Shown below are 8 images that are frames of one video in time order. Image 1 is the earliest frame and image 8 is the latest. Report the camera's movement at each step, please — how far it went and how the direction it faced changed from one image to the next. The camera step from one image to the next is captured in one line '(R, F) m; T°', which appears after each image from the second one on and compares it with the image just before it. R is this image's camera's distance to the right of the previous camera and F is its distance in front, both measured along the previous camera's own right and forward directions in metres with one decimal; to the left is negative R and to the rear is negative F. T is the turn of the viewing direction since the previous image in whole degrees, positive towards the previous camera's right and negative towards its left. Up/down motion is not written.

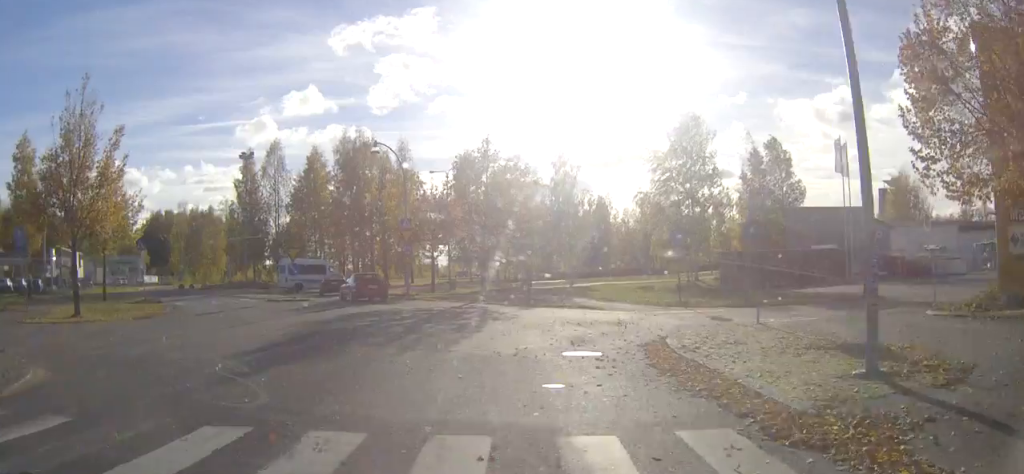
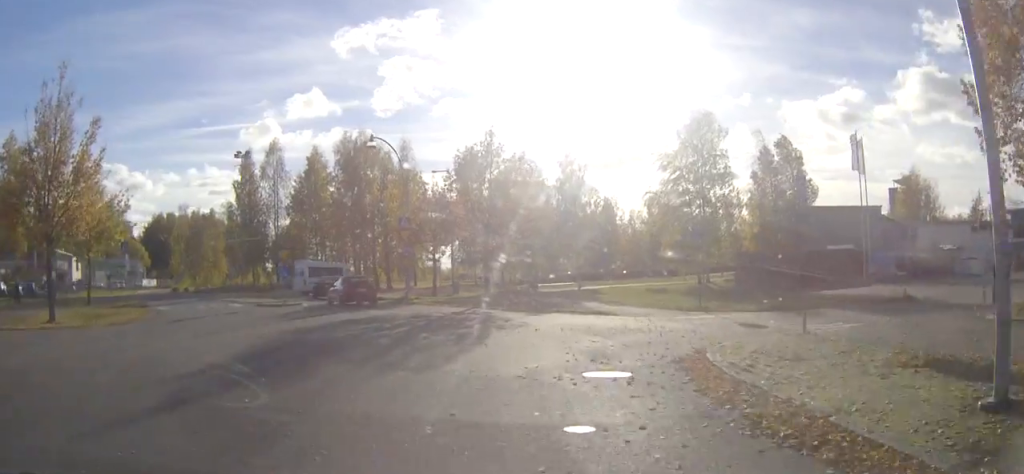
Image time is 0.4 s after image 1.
(0.0, +2.7) m; 0°
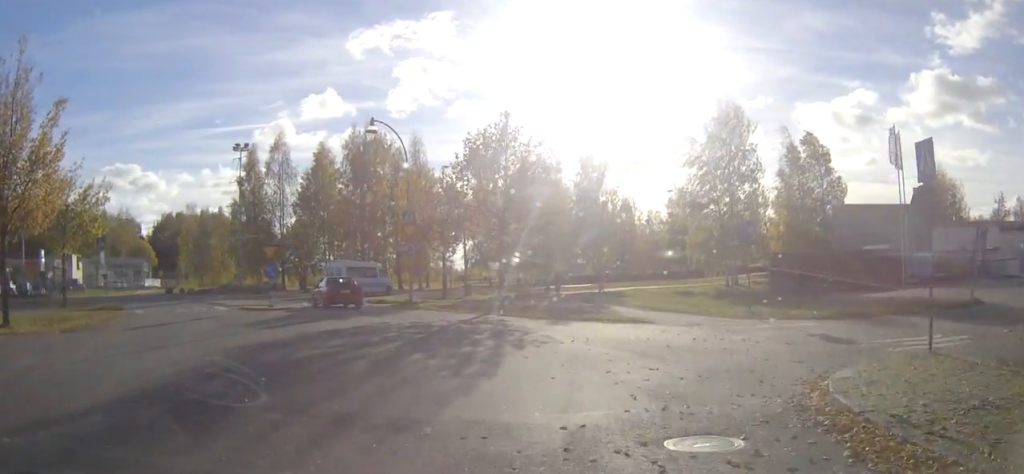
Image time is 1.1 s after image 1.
(0.0, +4.6) m; -1°
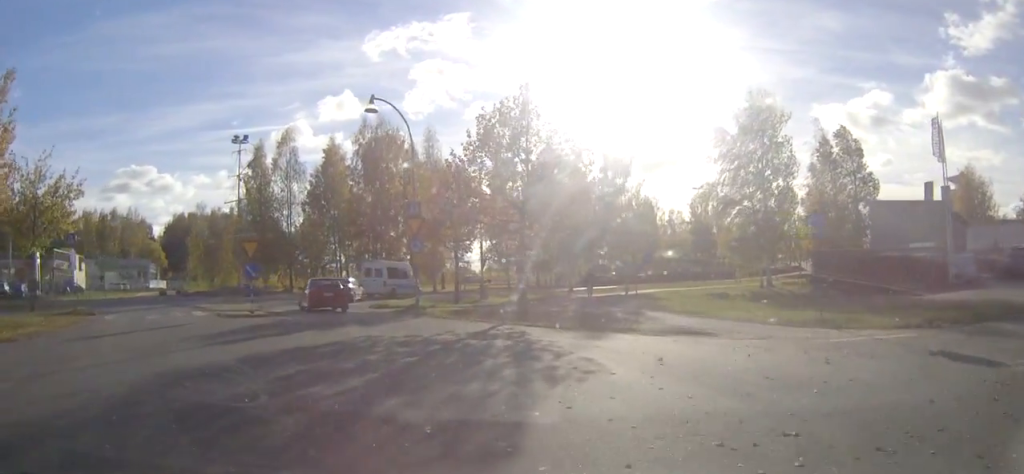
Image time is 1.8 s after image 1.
(-0.1, +4.9) m; -2°
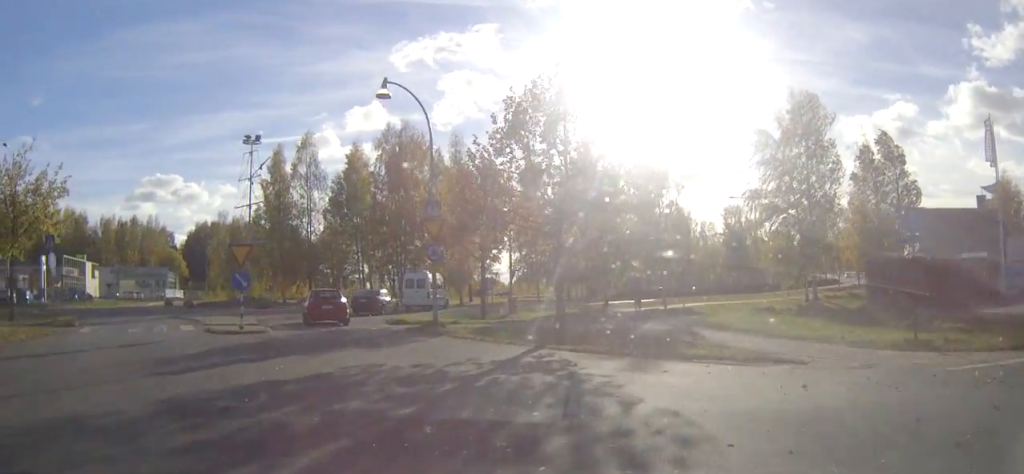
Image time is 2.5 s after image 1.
(0.0, +4.2) m; -2°
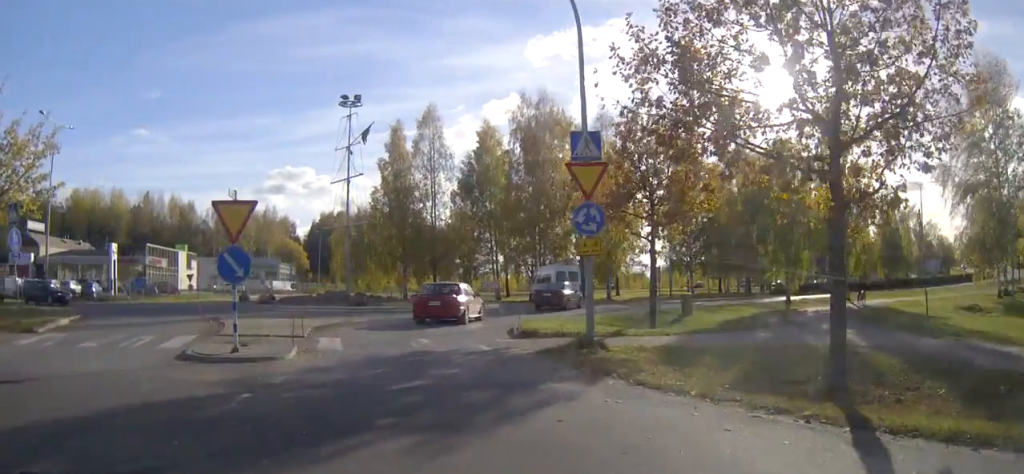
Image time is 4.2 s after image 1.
(-0.8, +11.0) m; -9°
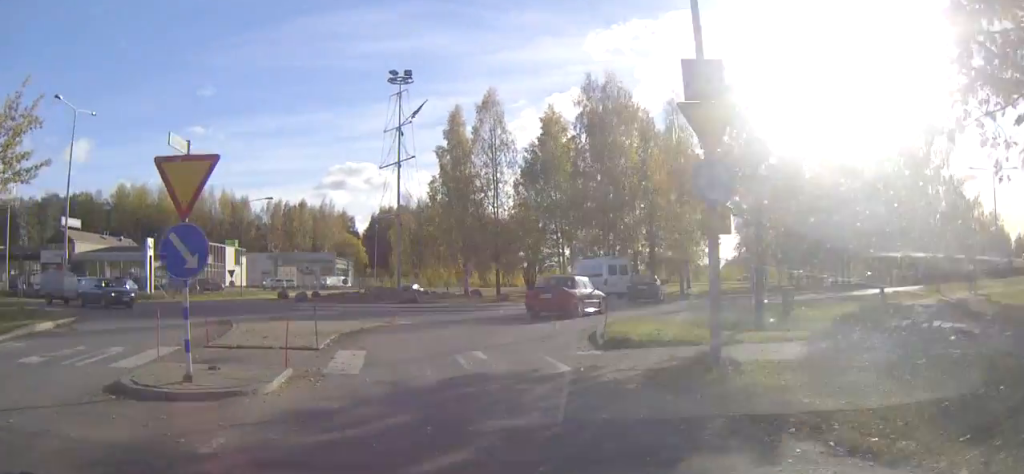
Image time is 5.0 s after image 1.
(-0.2, +4.7) m; -4°
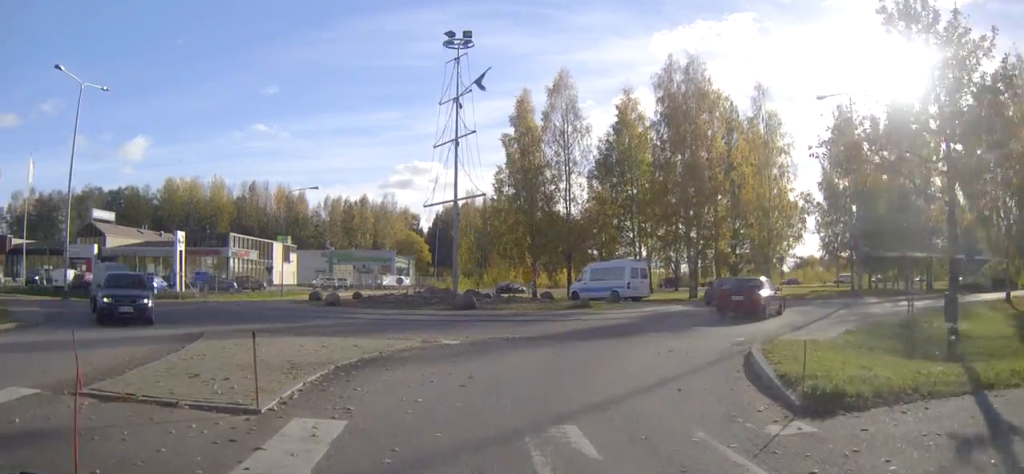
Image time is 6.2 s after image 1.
(-0.3, +7.0) m; -3°
